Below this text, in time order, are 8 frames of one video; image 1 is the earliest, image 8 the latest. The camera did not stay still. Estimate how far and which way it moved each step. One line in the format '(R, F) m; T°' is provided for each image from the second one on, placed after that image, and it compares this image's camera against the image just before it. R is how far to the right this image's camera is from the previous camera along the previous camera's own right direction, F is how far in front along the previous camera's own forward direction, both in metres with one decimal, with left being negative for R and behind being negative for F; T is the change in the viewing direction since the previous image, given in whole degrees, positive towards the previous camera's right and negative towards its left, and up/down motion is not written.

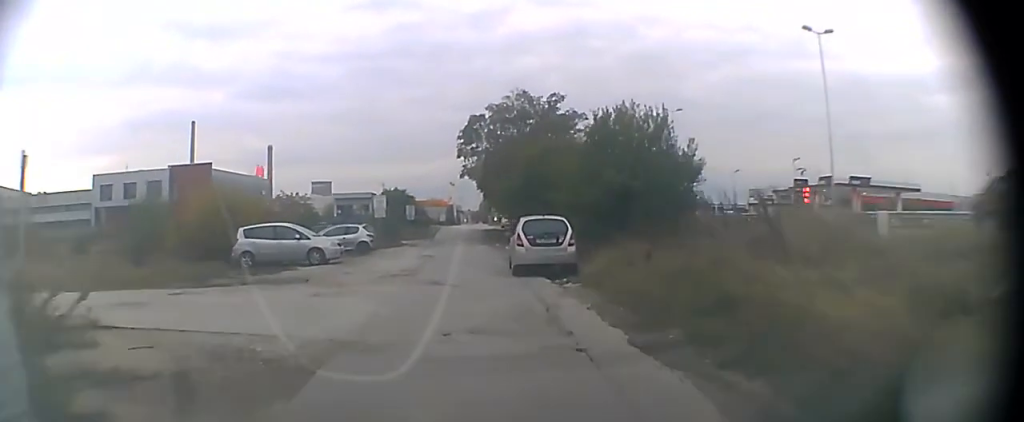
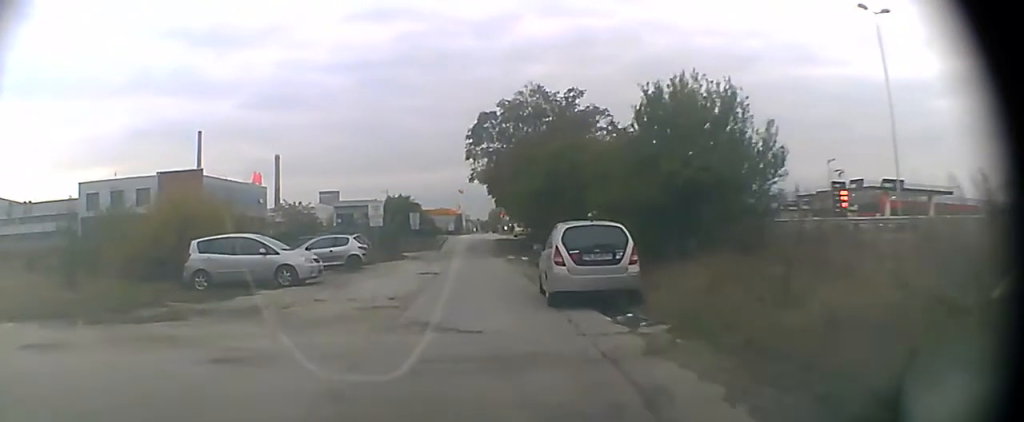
(-0.1, +6.1) m; -1°
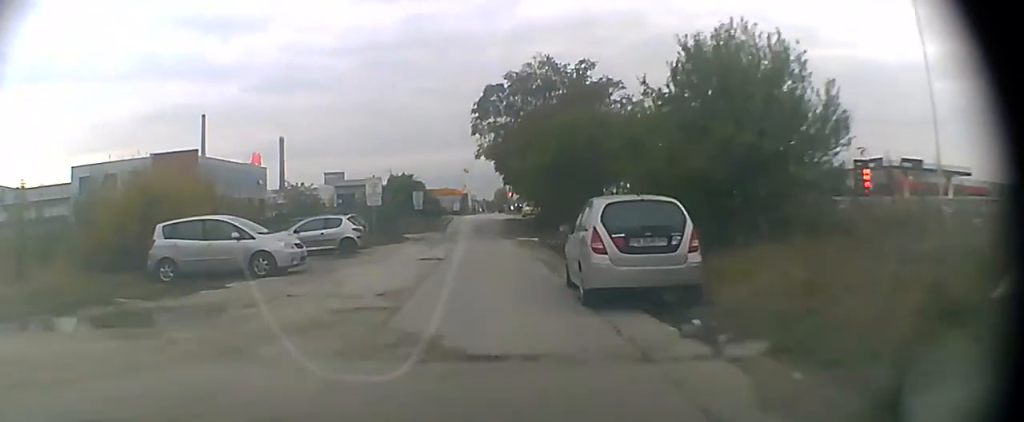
(0.0, +2.8) m; 0°
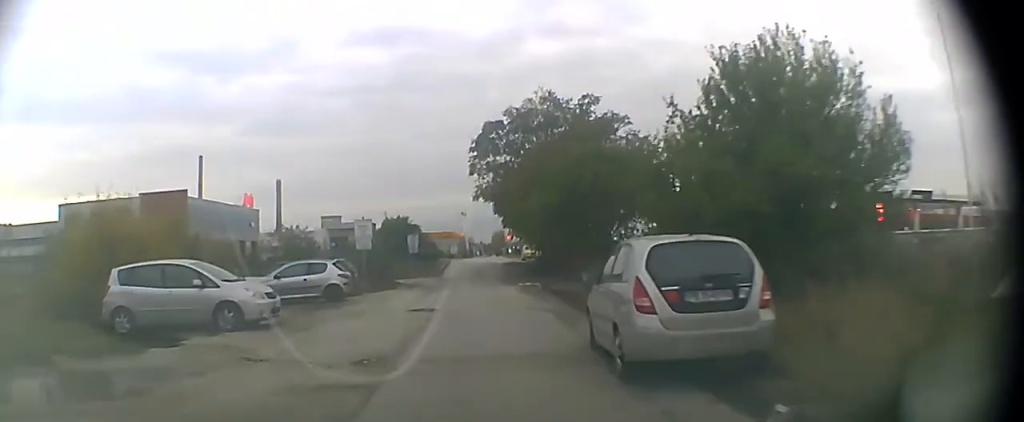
(0.0, +2.5) m; 0°
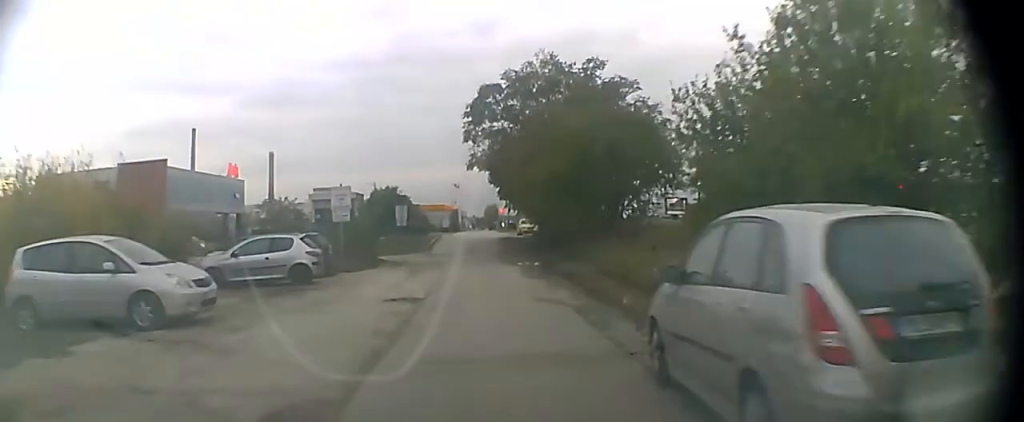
(0.0, +4.2) m; 0°
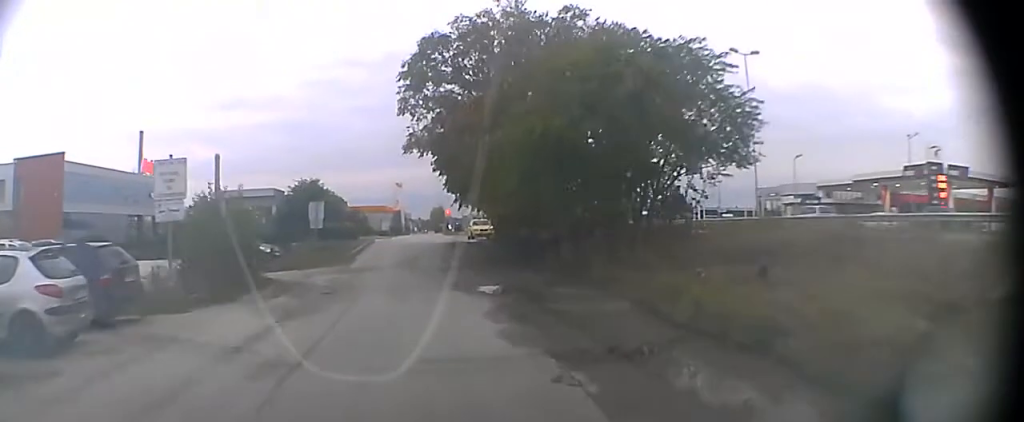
(+0.3, +10.9) m; +3°
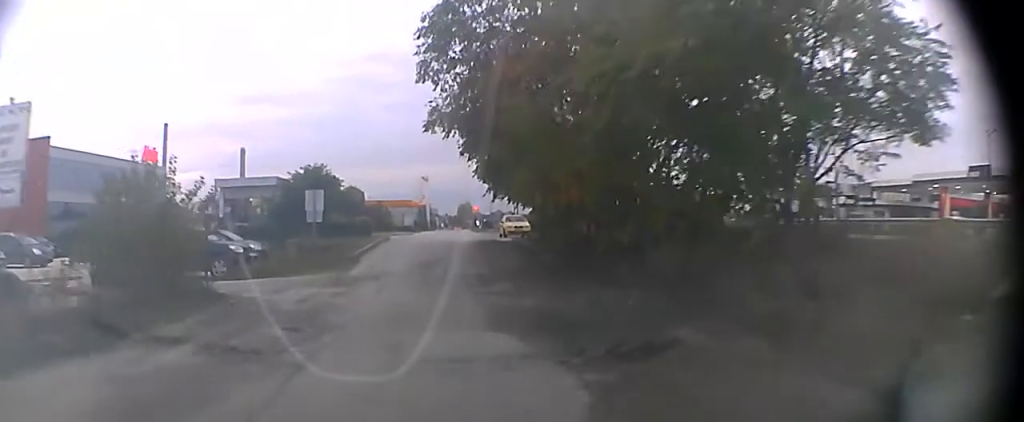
(0.0, +6.2) m; 0°
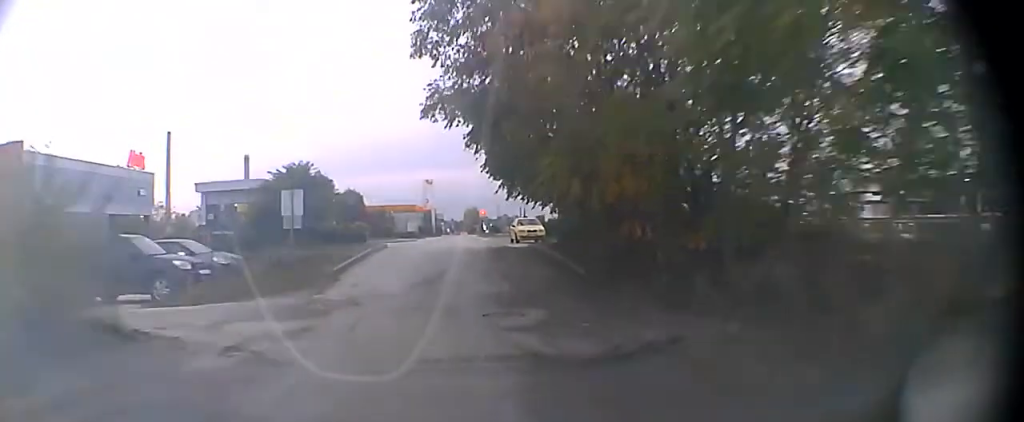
(0.0, +5.2) m; +1°
